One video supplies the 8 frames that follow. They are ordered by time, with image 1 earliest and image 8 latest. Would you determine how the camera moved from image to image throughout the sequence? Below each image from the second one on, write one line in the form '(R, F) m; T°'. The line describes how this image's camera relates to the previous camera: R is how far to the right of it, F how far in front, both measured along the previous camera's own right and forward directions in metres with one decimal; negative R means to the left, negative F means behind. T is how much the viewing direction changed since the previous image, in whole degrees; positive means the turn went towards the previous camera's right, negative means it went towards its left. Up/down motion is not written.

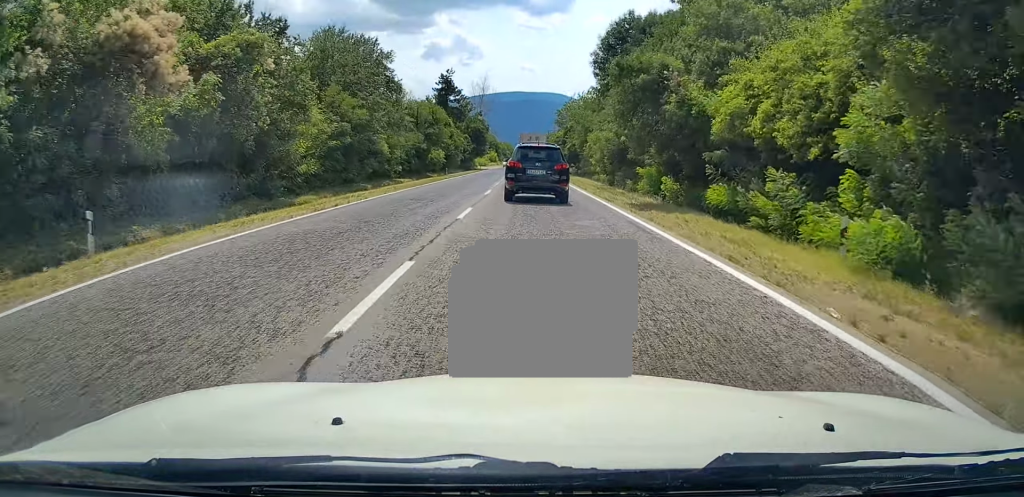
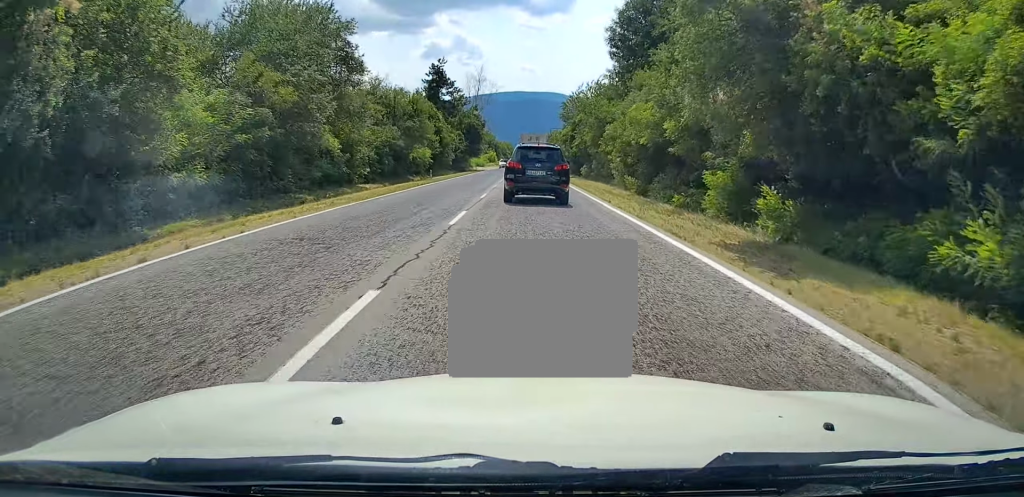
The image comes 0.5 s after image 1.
(-0.1, +10.2) m; 0°
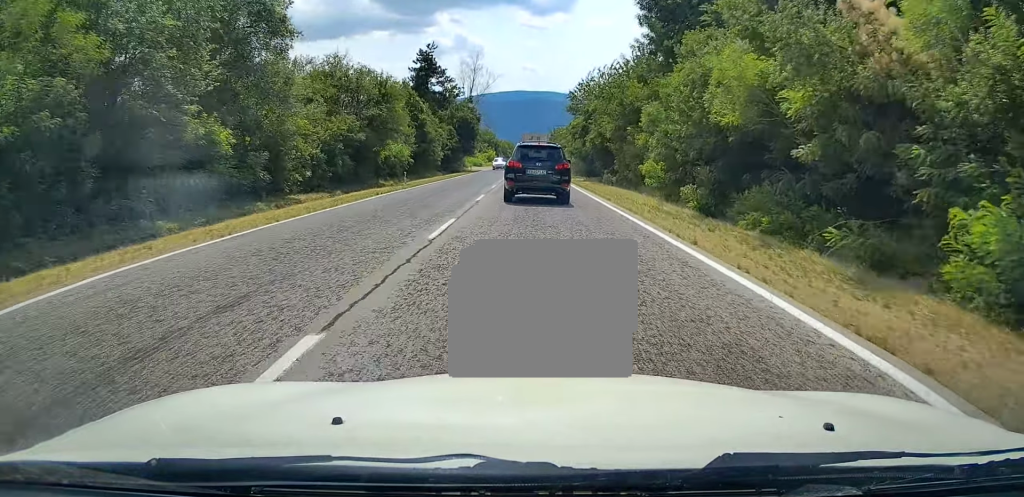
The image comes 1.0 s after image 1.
(0.0, +10.9) m; 0°
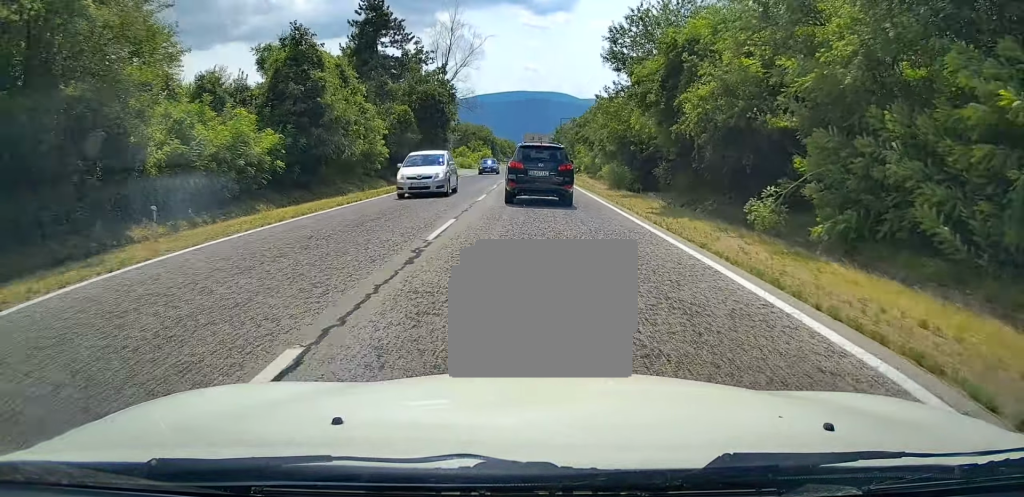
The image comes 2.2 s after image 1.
(+0.1, +26.8) m; 0°
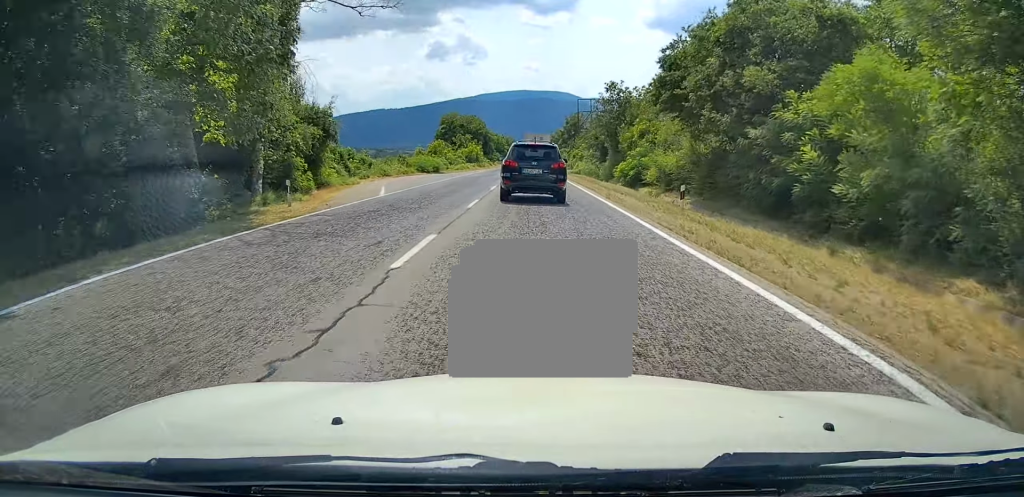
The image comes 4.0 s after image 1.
(-0.1, +38.4) m; +1°
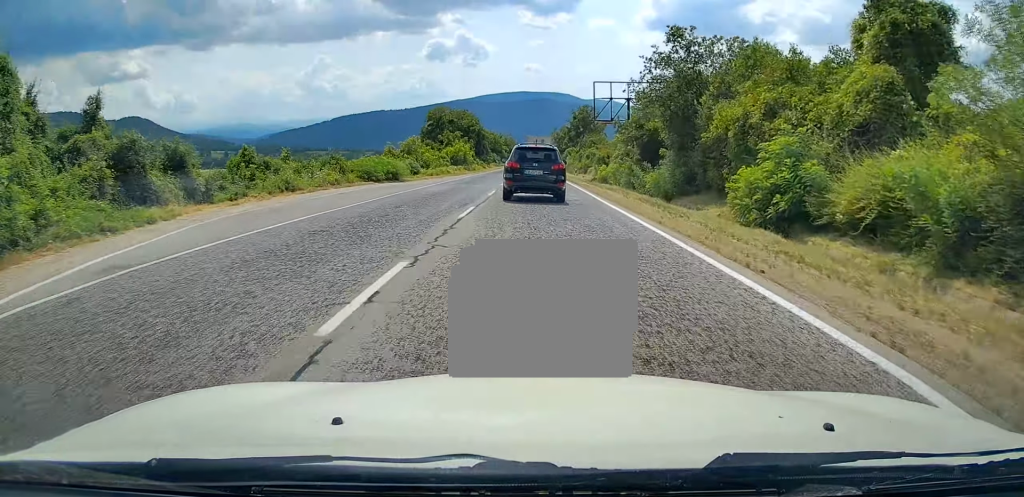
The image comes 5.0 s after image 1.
(+0.3, +20.4) m; 0°
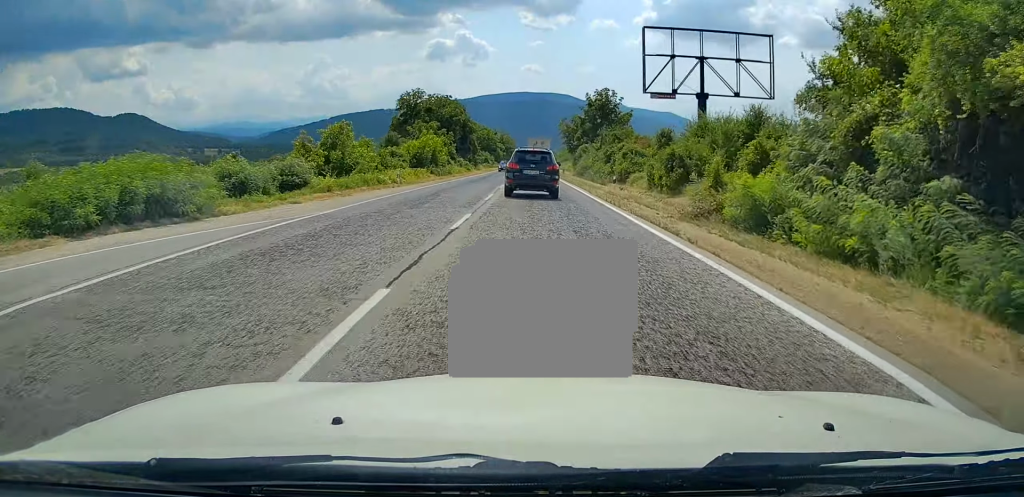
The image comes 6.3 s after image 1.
(-0.5, +28.2) m; -1°
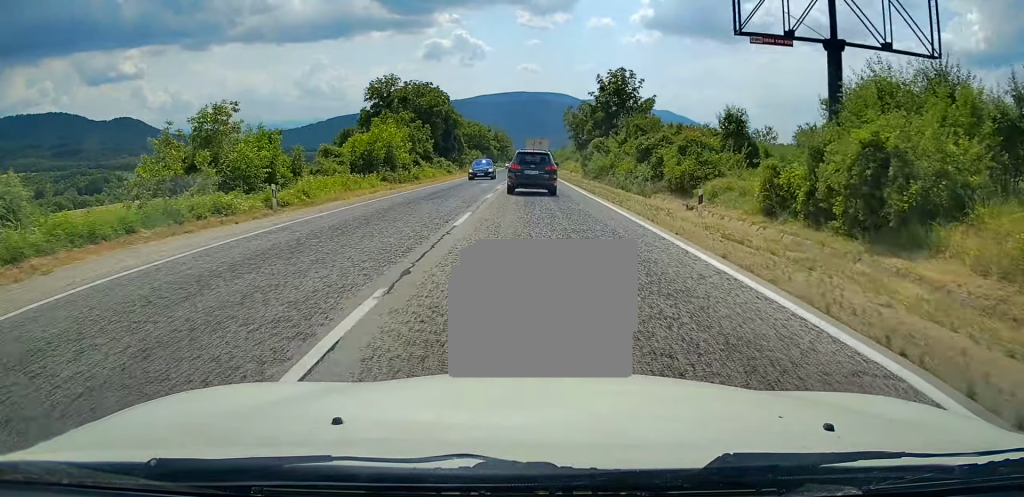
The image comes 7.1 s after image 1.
(0.0, +17.6) m; 0°
